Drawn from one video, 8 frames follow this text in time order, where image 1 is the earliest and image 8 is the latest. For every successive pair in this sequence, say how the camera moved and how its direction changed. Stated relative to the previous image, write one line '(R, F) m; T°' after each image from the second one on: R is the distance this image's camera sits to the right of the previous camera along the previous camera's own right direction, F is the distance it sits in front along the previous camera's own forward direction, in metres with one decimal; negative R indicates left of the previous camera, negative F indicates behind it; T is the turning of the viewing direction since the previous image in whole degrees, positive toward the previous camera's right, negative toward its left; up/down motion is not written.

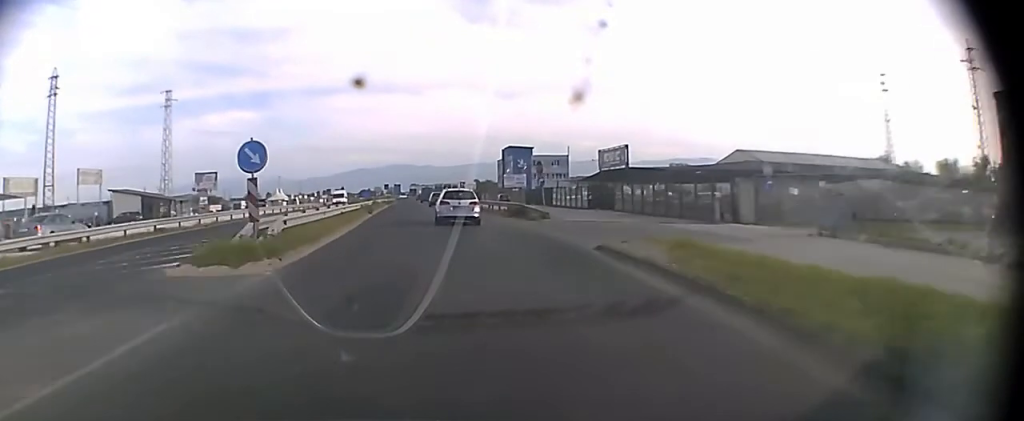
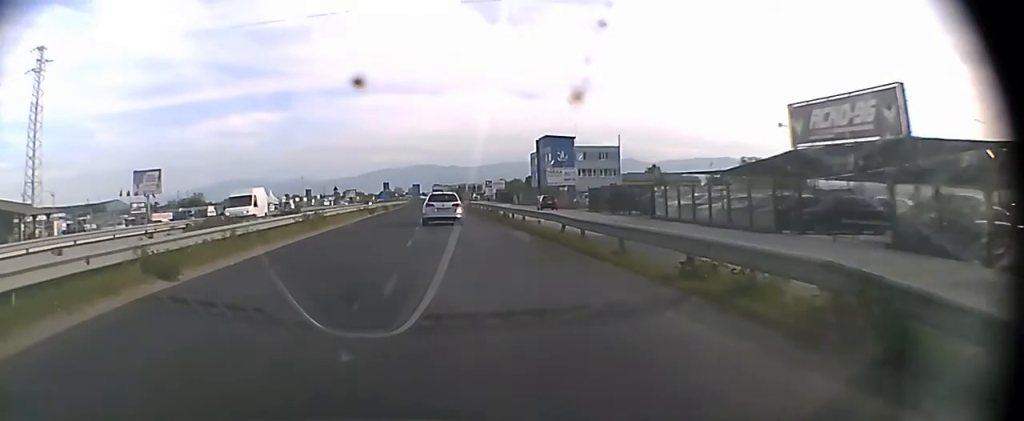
(-0.3, +31.6) m; -2°
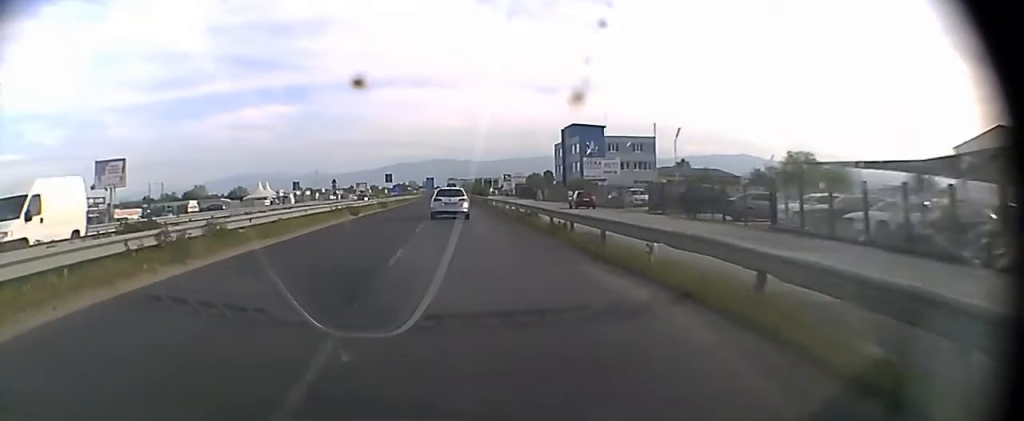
(-0.1, +14.4) m; -1°
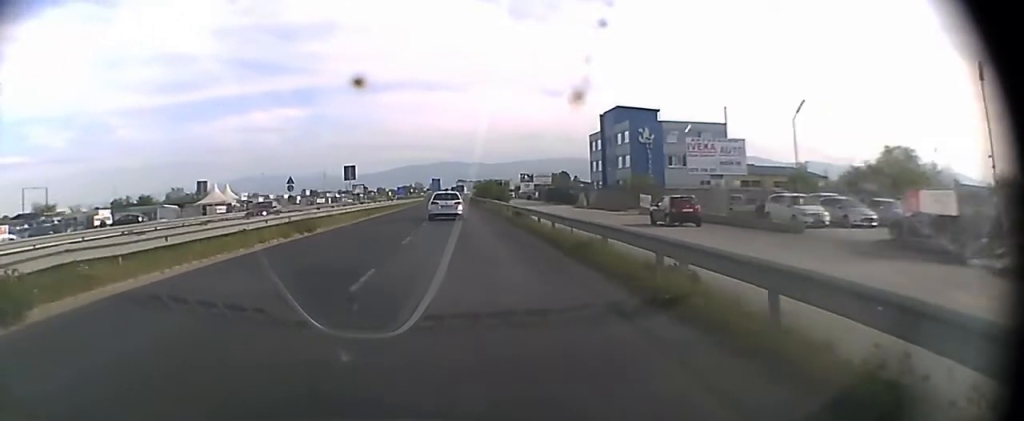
(-0.4, +29.4) m; -2°
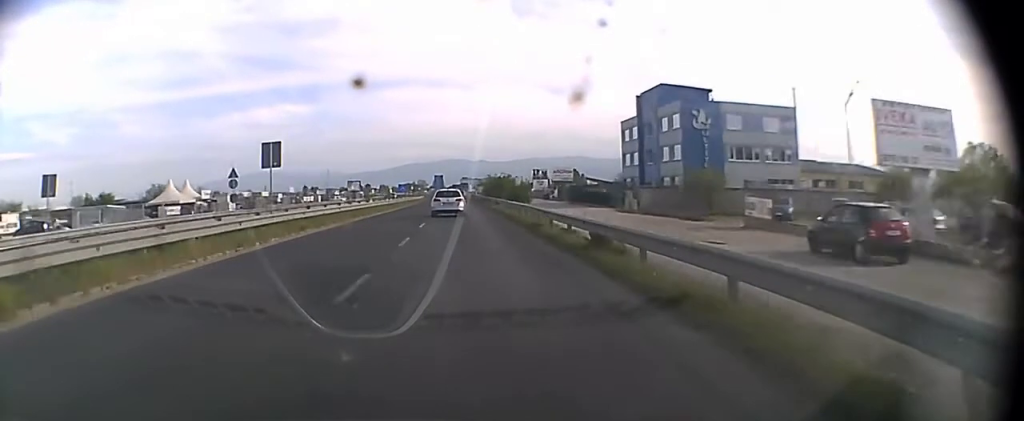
(-0.1, +18.9) m; 0°
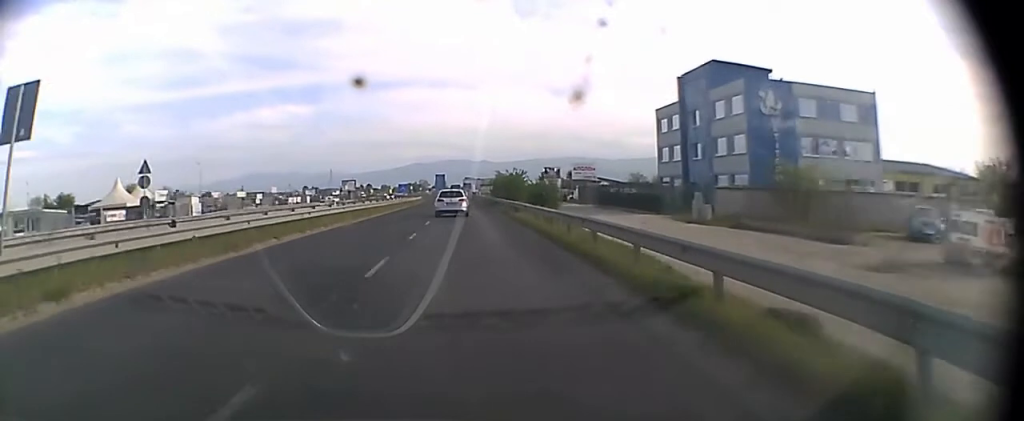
(0.0, +13.6) m; 0°
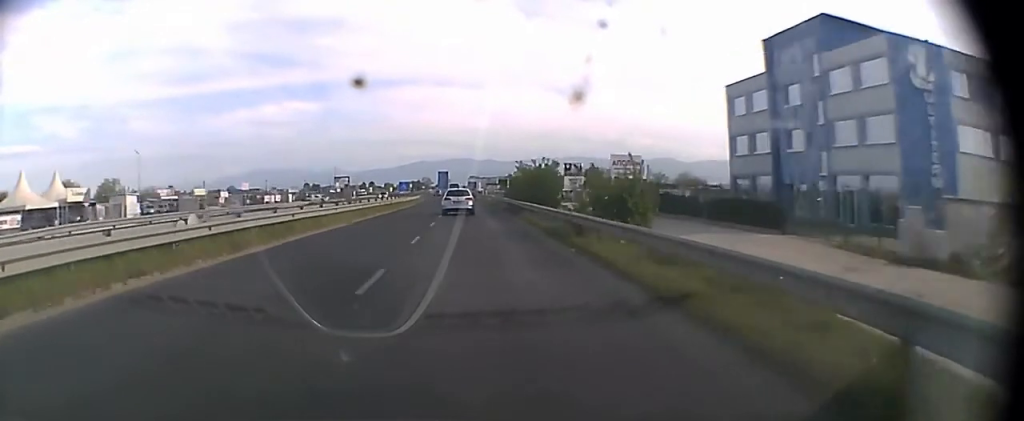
(-0.1, +19.6) m; 0°
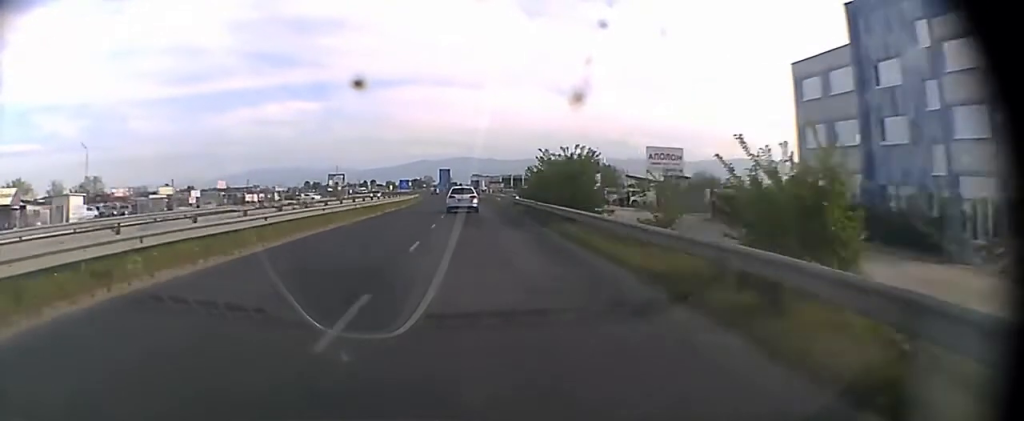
(0.0, +11.9) m; 0°
